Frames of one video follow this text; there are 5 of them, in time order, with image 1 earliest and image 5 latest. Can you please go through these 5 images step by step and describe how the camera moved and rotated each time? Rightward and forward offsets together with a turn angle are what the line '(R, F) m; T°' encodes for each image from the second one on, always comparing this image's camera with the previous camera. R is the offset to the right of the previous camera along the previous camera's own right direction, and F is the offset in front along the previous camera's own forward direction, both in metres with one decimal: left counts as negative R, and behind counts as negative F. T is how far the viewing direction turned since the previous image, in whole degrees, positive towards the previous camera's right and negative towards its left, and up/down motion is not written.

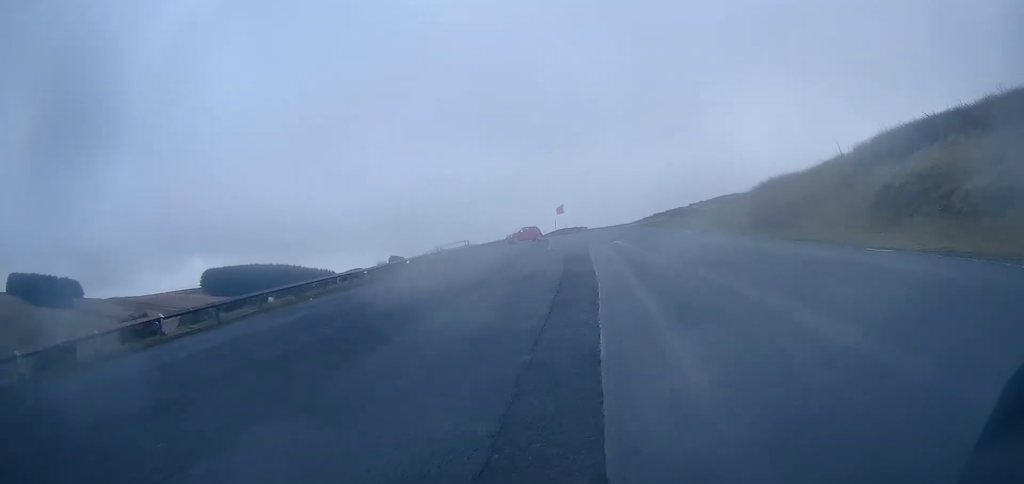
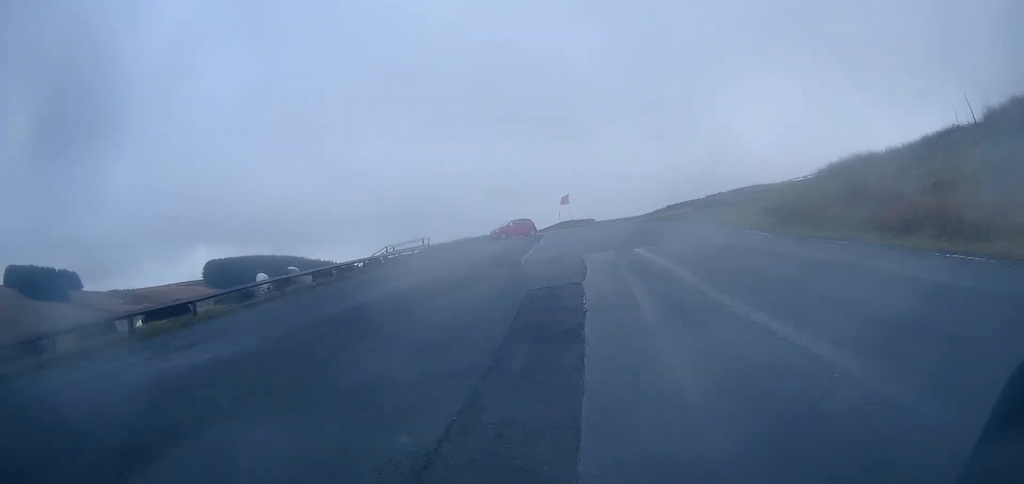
(-0.1, +12.1) m; -1°
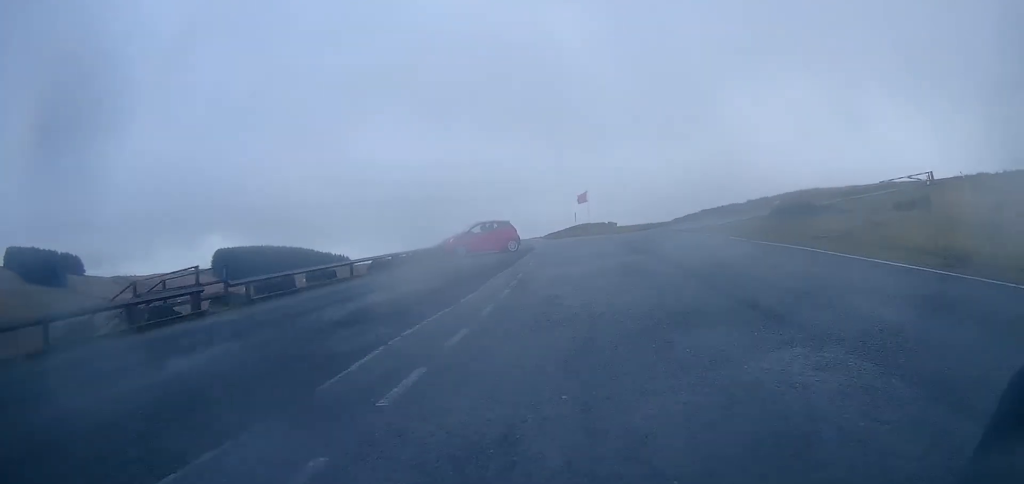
(-0.4, +20.2) m; -2°
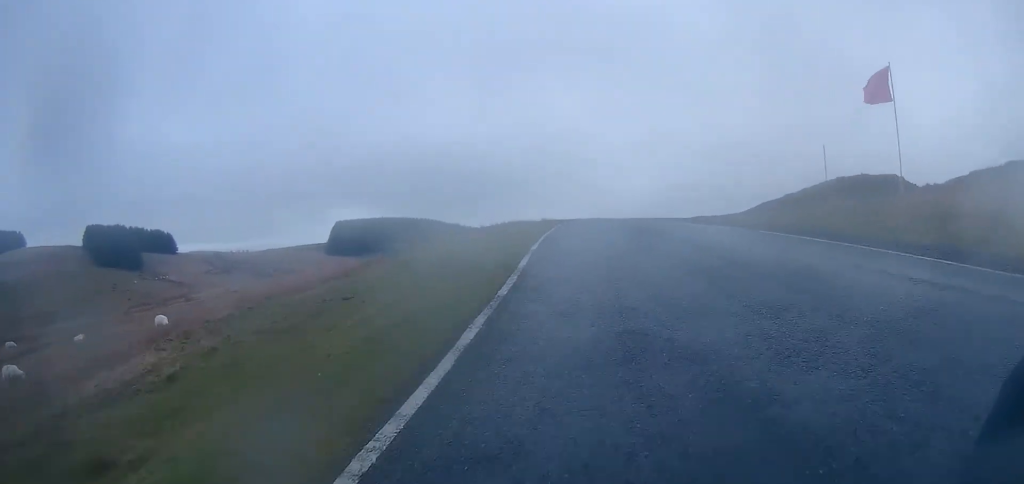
(-7.2, +65.5) m; -13°
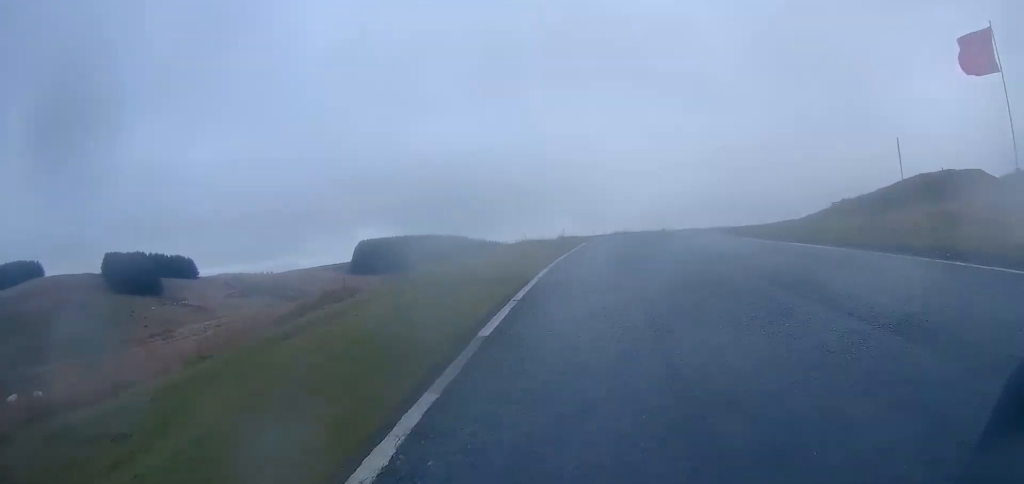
(-0.2, +7.7) m; -1°
